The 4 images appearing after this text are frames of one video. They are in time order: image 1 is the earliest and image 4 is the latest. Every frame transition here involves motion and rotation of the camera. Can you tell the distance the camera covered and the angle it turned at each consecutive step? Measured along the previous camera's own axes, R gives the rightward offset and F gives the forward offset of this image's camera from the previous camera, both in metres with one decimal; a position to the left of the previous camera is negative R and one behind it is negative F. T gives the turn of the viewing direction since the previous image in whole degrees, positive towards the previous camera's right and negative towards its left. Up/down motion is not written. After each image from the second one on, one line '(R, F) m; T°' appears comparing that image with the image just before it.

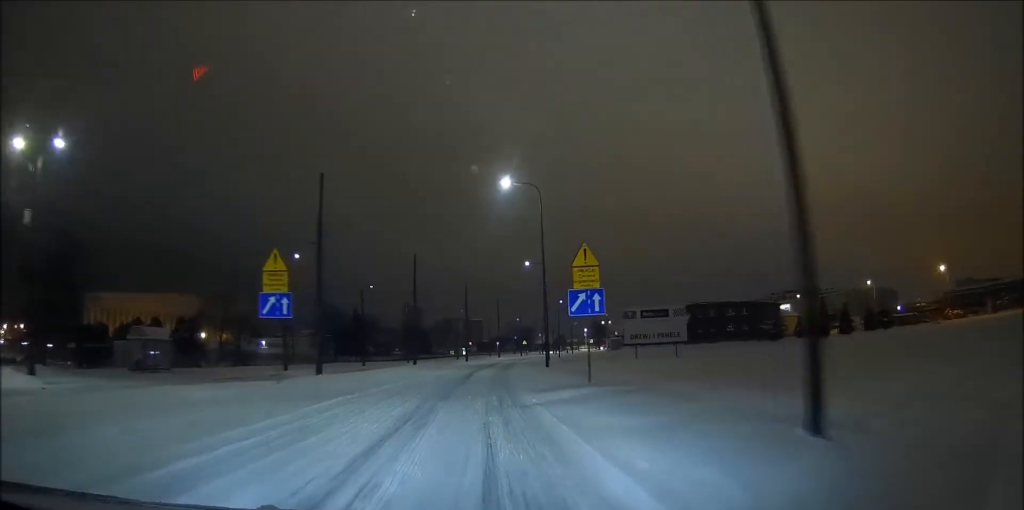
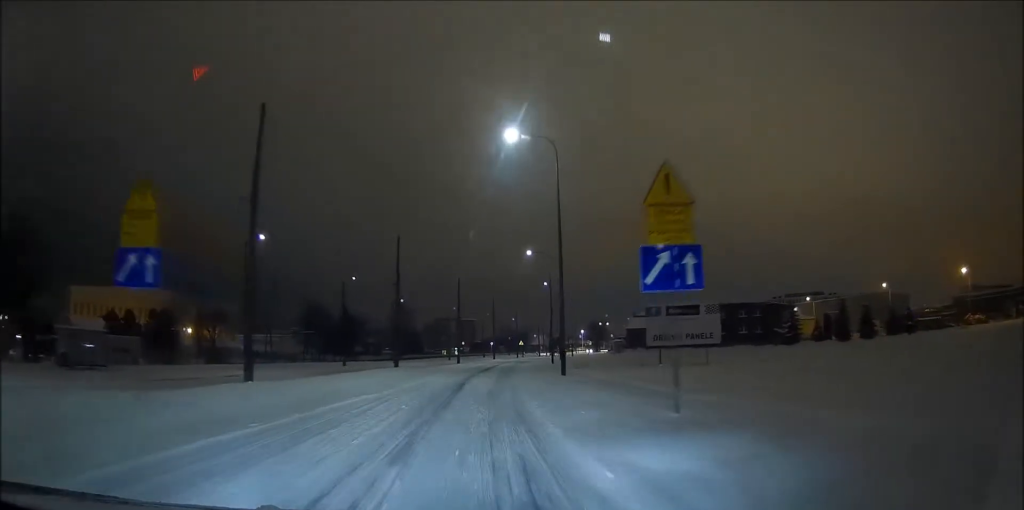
(0.0, +8.8) m; +1°
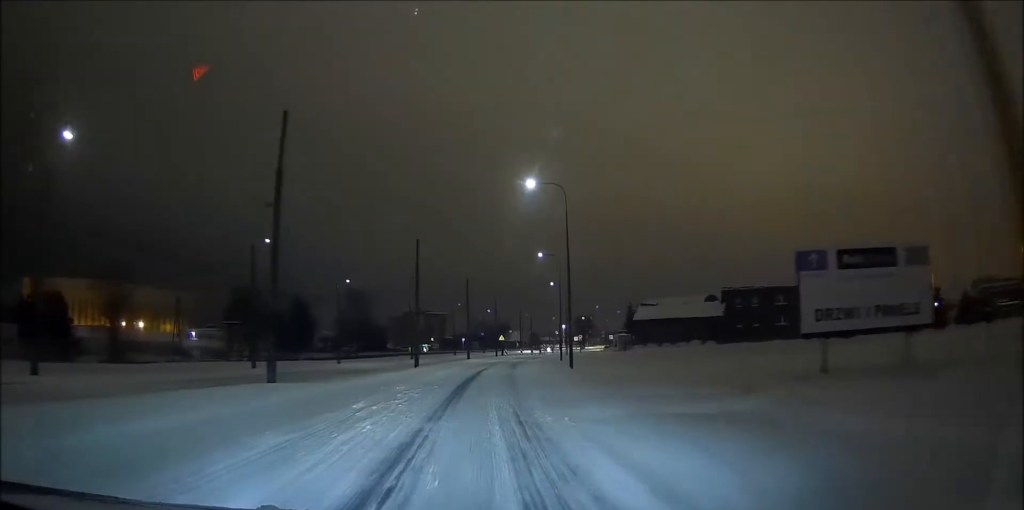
(+0.7, +24.8) m; +3°
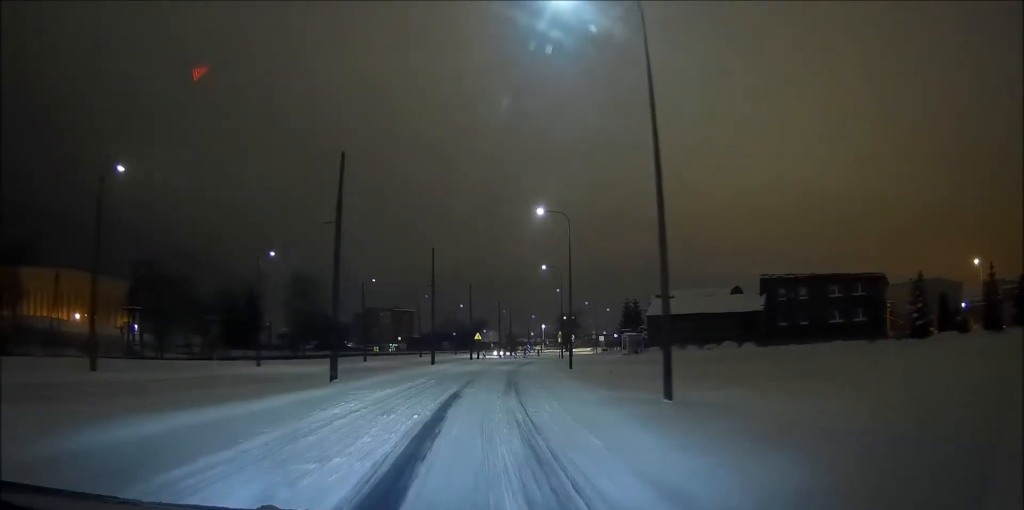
(0.0, +22.2) m; +1°
